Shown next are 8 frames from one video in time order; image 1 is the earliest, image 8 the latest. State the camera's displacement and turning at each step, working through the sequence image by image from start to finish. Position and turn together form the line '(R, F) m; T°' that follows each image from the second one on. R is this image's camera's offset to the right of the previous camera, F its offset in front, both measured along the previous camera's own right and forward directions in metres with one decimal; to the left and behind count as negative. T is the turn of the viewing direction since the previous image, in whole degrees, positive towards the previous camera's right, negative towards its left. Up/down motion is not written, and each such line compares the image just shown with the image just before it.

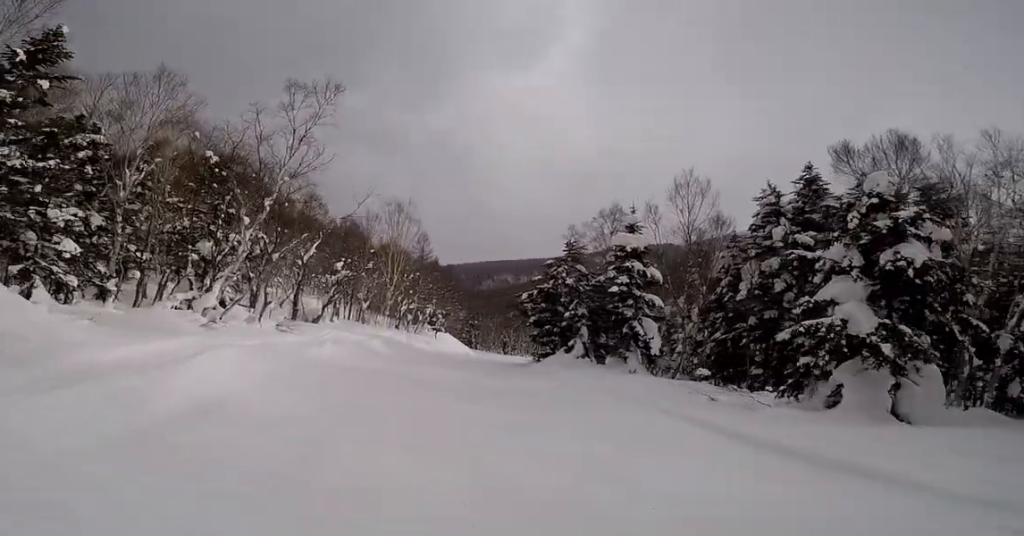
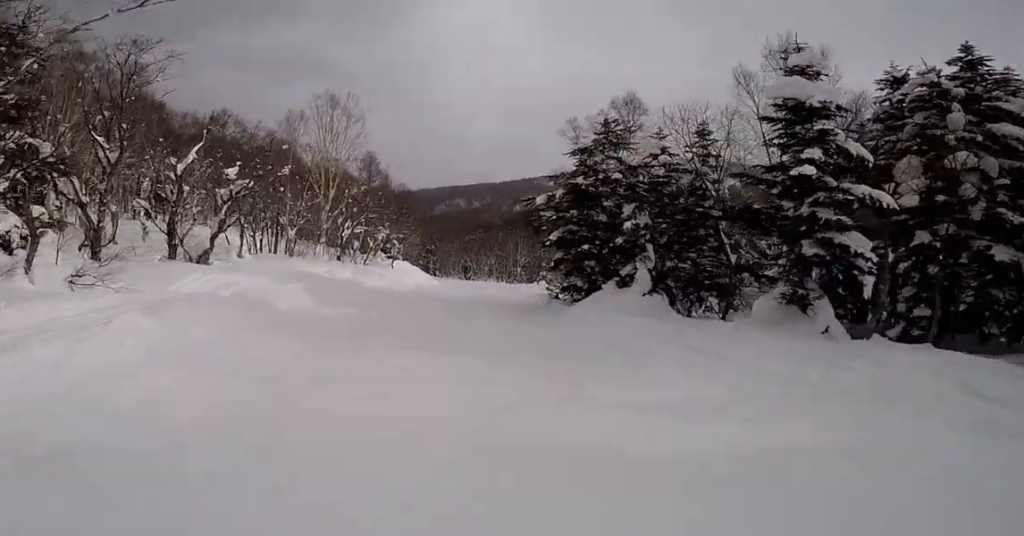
(+0.3, +9.1) m; +5°
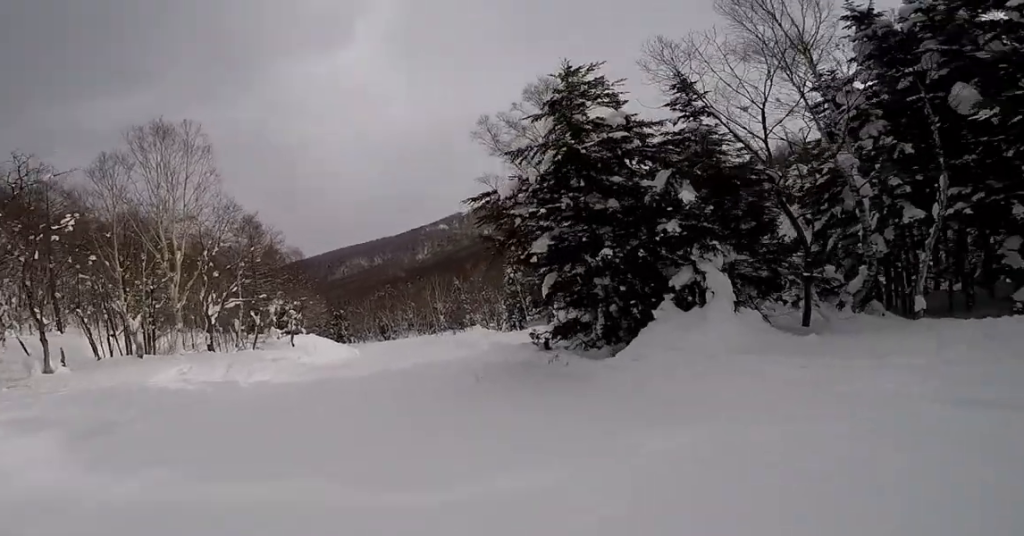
(+1.0, +6.8) m; +14°
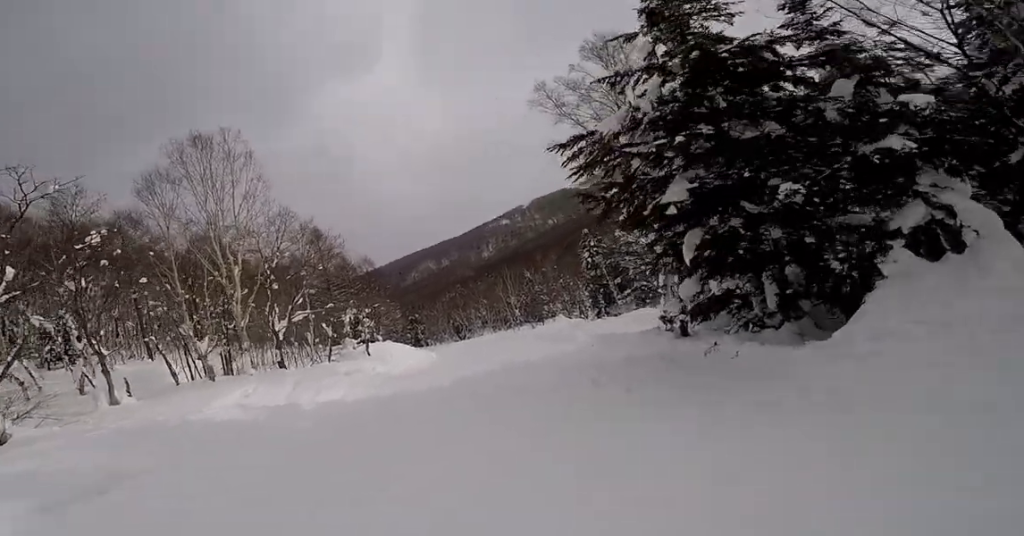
(+0.1, +2.6) m; -5°
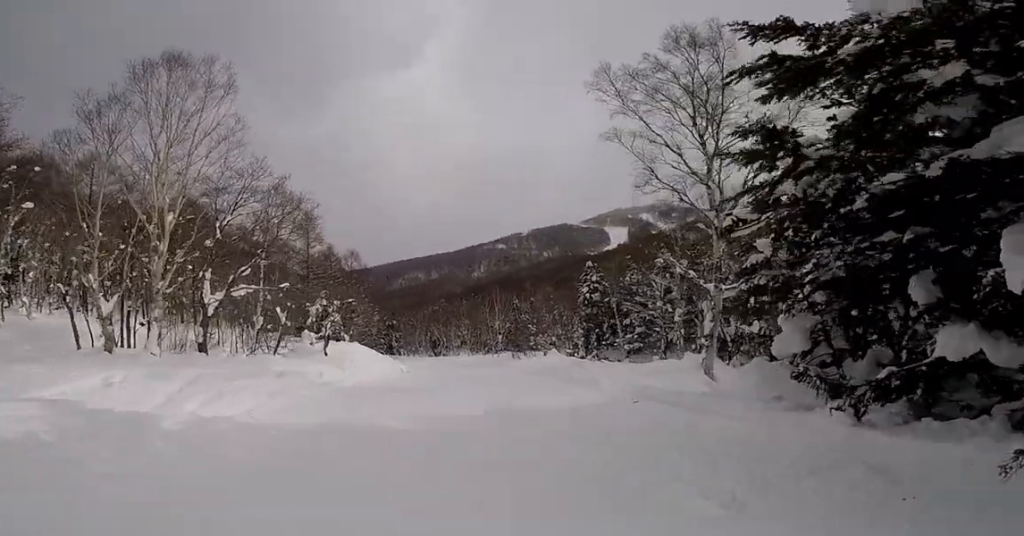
(+0.1, +4.1) m; -8°
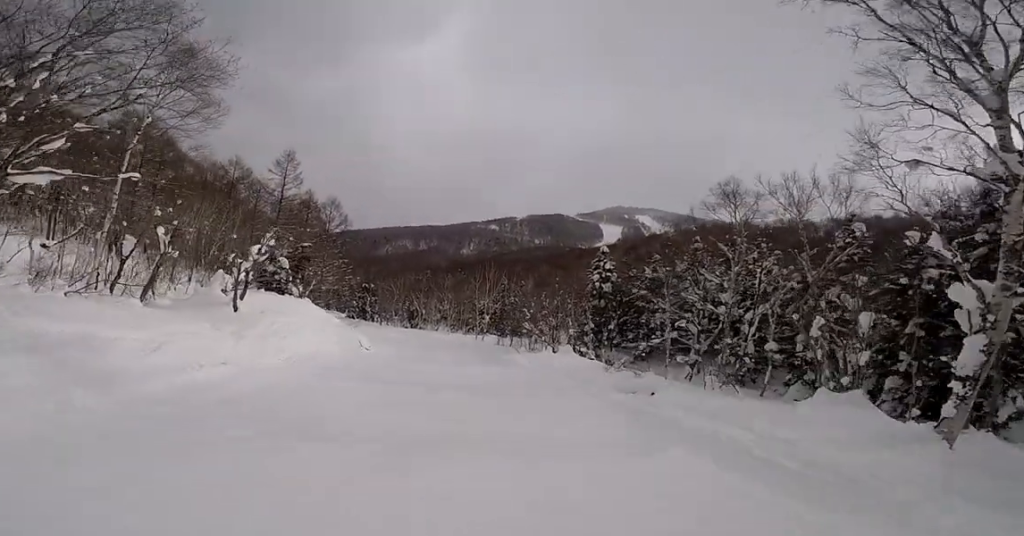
(-0.3, +8.0) m; +9°
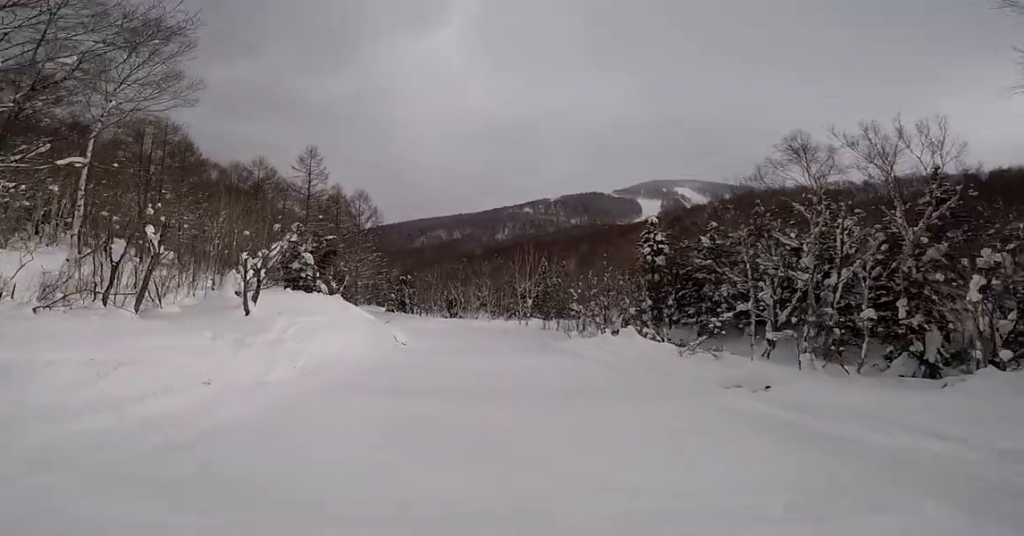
(+0.2, +2.6) m; +3°
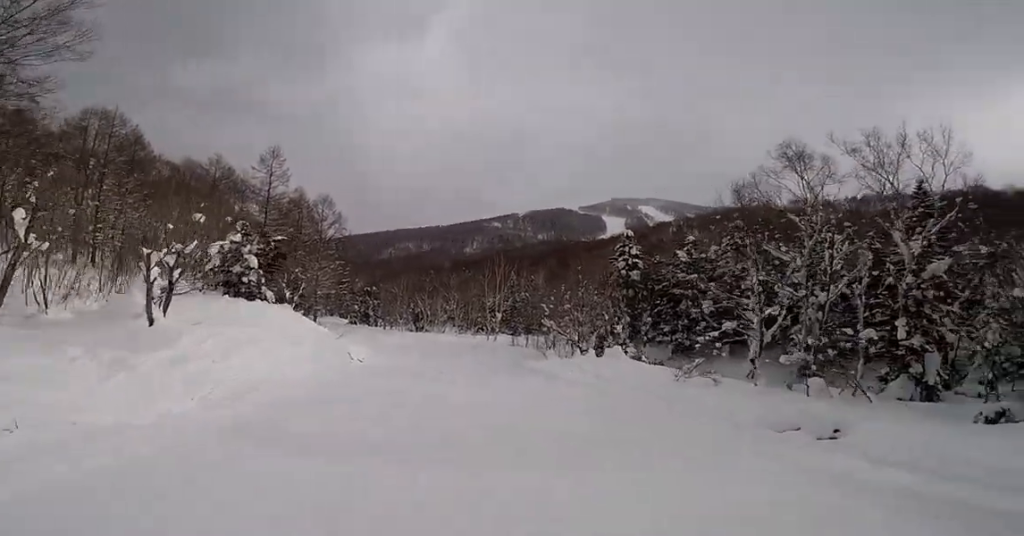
(+0.1, +3.0) m; -7°
